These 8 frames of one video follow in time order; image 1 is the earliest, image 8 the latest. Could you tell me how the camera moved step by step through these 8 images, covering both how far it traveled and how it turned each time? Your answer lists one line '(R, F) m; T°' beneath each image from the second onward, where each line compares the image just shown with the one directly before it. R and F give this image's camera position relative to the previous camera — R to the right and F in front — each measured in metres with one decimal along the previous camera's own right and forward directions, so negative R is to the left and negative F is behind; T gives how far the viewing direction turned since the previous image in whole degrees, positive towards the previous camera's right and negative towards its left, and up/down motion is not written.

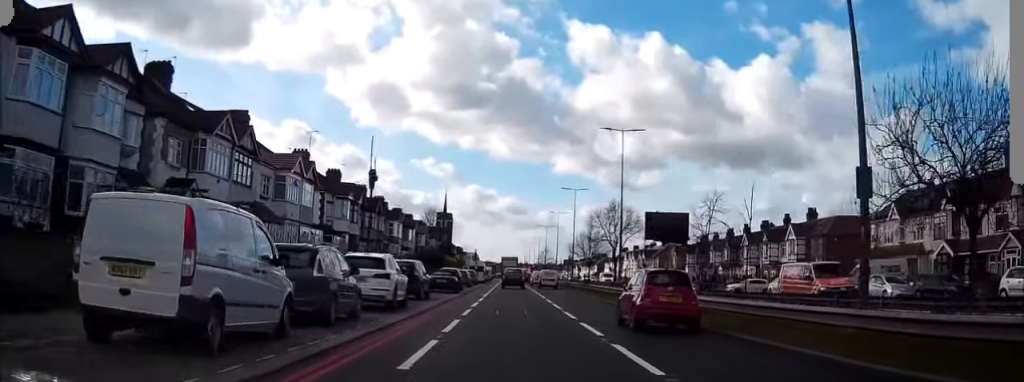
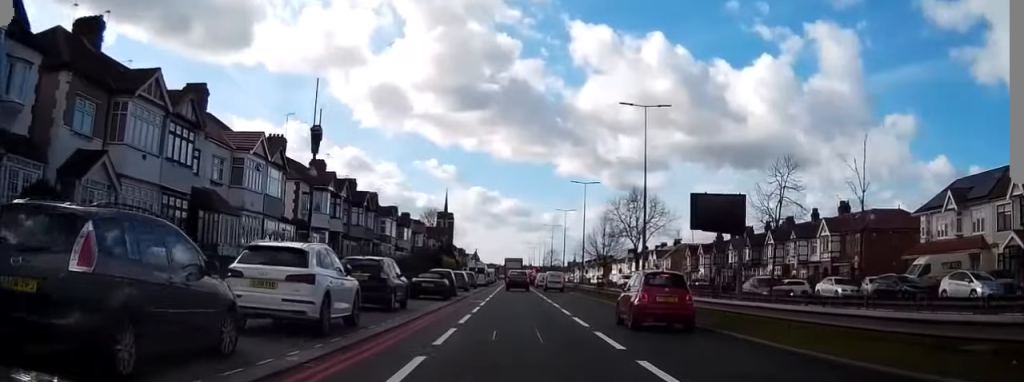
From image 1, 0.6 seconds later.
(-0.3, +8.4) m; -1°
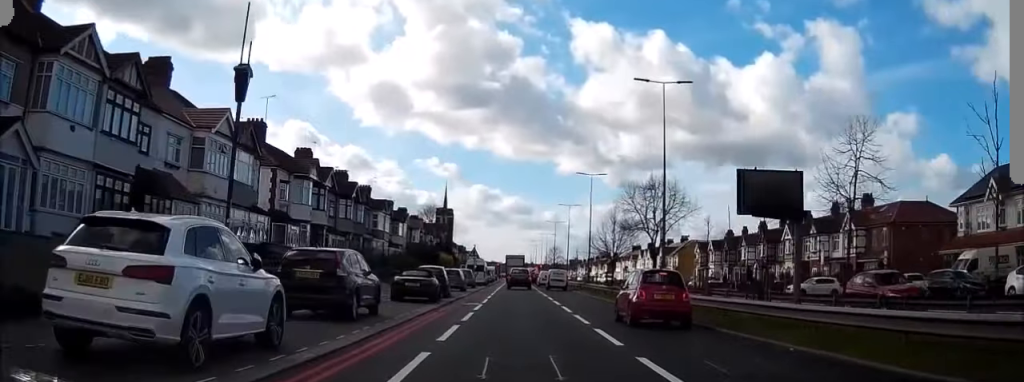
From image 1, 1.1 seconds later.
(+0.1, +5.7) m; 0°
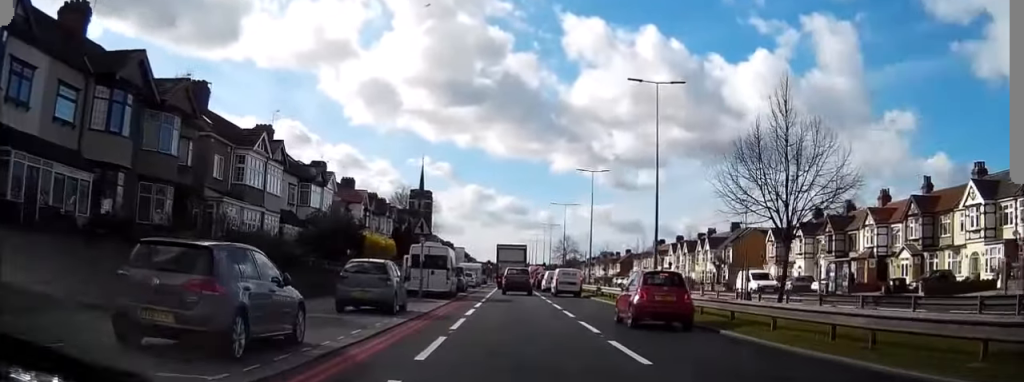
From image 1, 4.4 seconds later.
(+0.2, +39.7) m; 0°
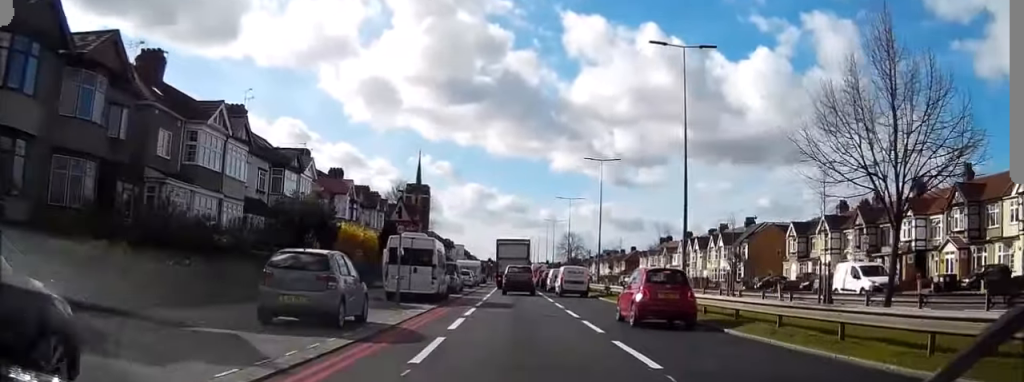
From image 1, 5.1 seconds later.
(0.0, +6.8) m; +1°
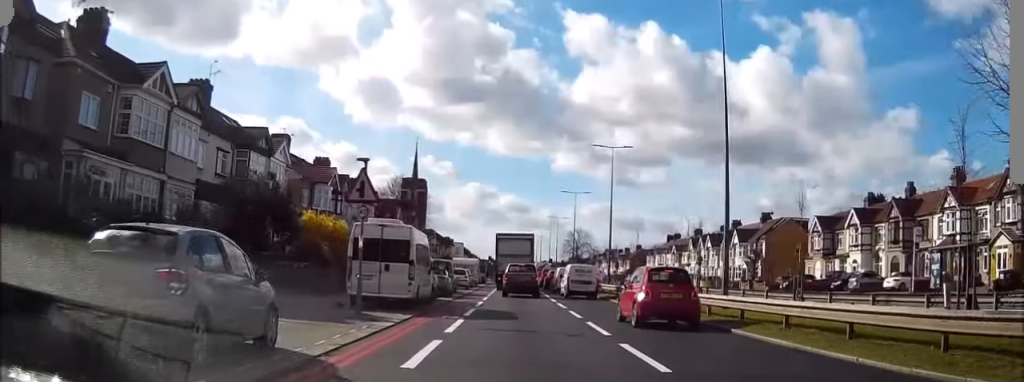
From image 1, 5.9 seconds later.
(+0.1, +7.0) m; +1°
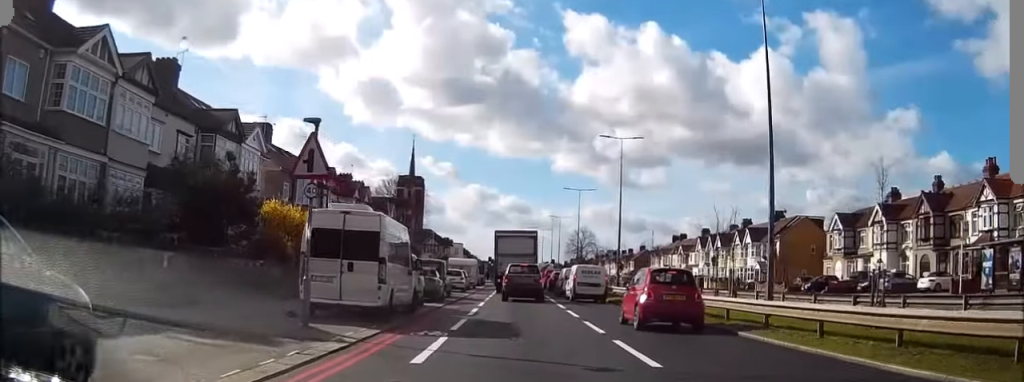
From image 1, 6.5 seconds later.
(0.0, +5.3) m; 0°
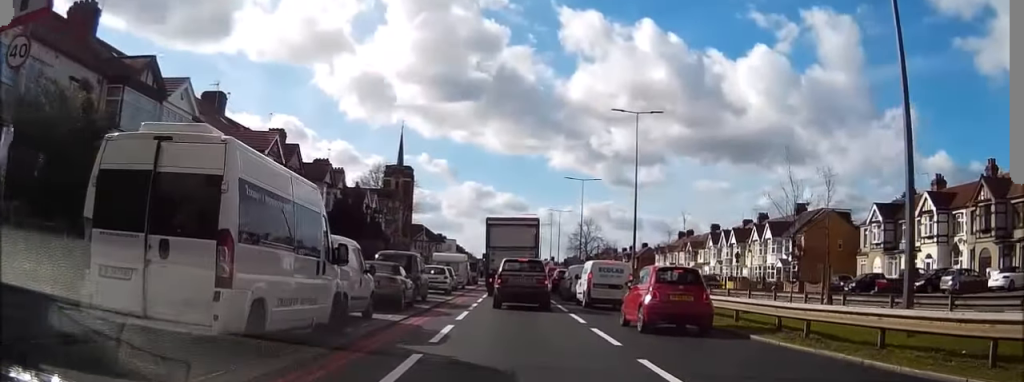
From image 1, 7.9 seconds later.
(-0.1, +10.1) m; -2°
